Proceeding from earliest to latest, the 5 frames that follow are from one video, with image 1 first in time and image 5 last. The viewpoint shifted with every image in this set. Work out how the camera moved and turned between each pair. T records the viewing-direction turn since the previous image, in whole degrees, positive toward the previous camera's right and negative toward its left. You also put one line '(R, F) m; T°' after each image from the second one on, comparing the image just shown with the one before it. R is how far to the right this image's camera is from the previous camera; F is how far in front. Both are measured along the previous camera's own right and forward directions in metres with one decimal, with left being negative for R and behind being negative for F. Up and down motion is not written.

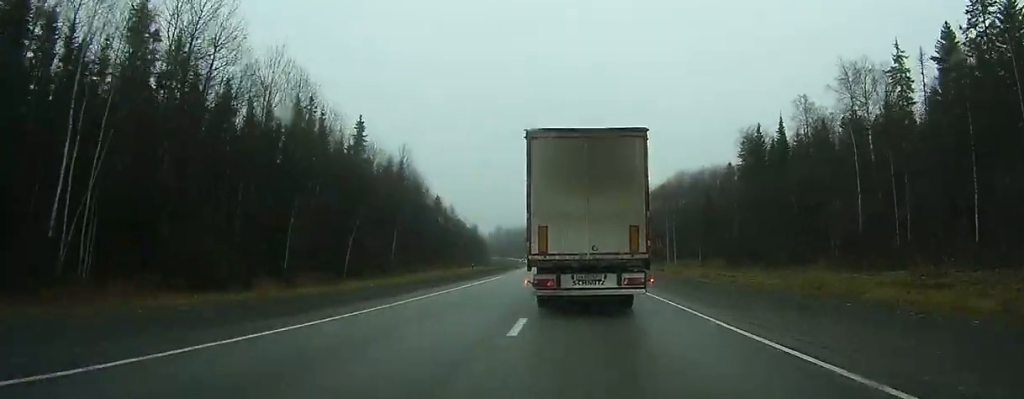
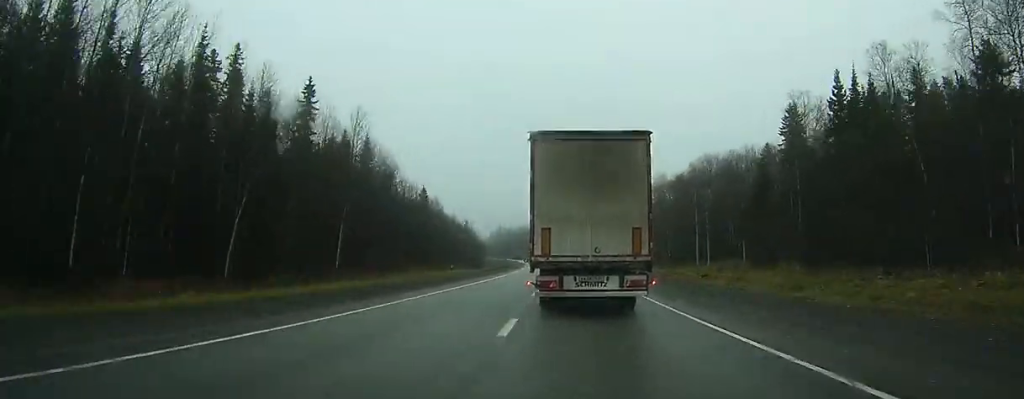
(+1.9, +24.3) m; +4°
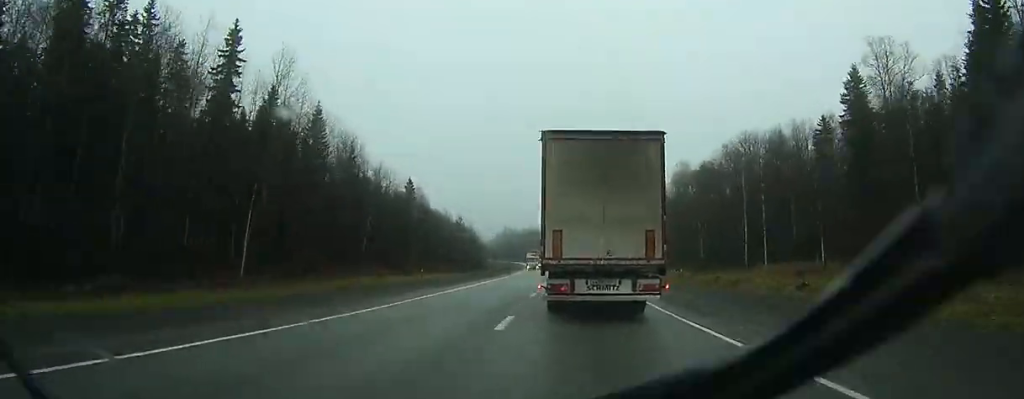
(-0.3, +22.8) m; -1°
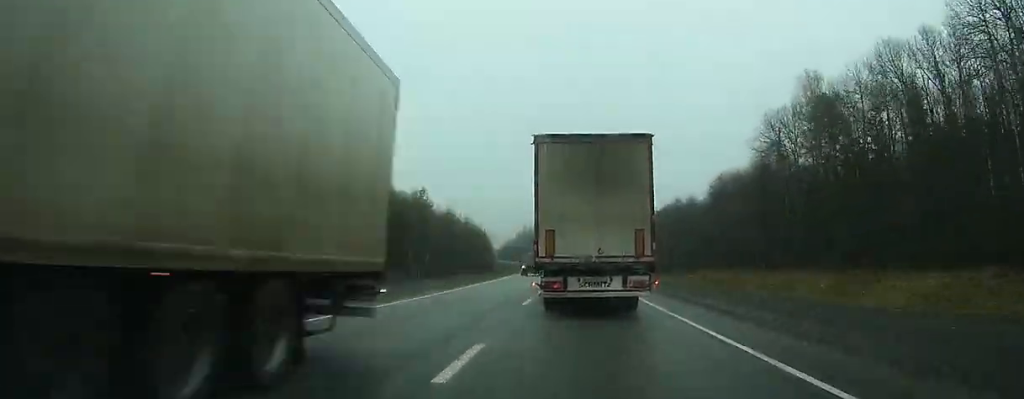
(-1.3, +66.1) m; -2°
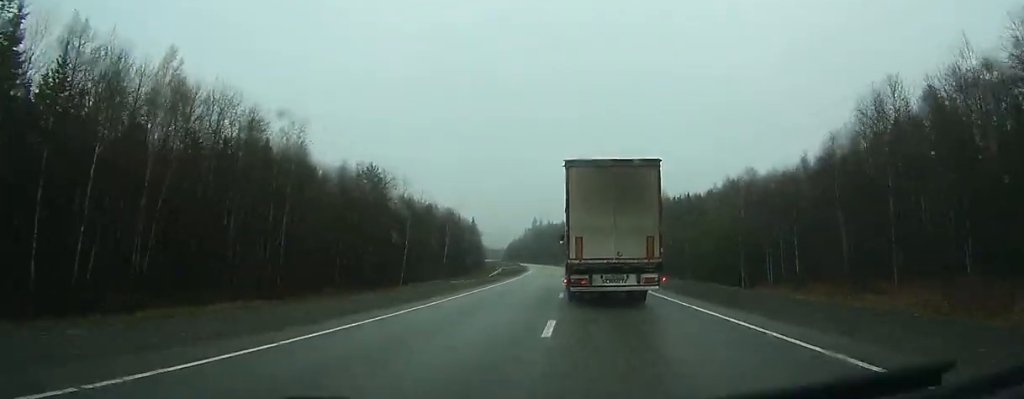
(-2.5, +92.6) m; -3°
